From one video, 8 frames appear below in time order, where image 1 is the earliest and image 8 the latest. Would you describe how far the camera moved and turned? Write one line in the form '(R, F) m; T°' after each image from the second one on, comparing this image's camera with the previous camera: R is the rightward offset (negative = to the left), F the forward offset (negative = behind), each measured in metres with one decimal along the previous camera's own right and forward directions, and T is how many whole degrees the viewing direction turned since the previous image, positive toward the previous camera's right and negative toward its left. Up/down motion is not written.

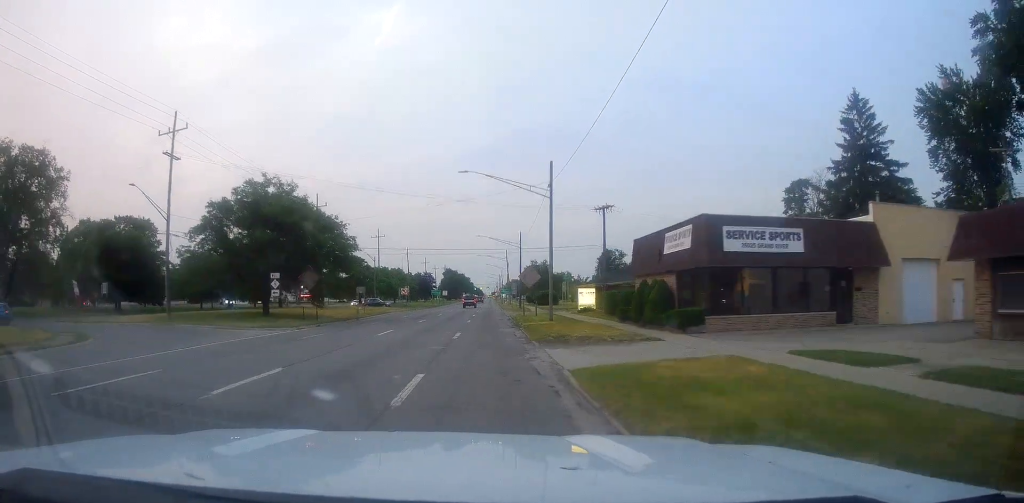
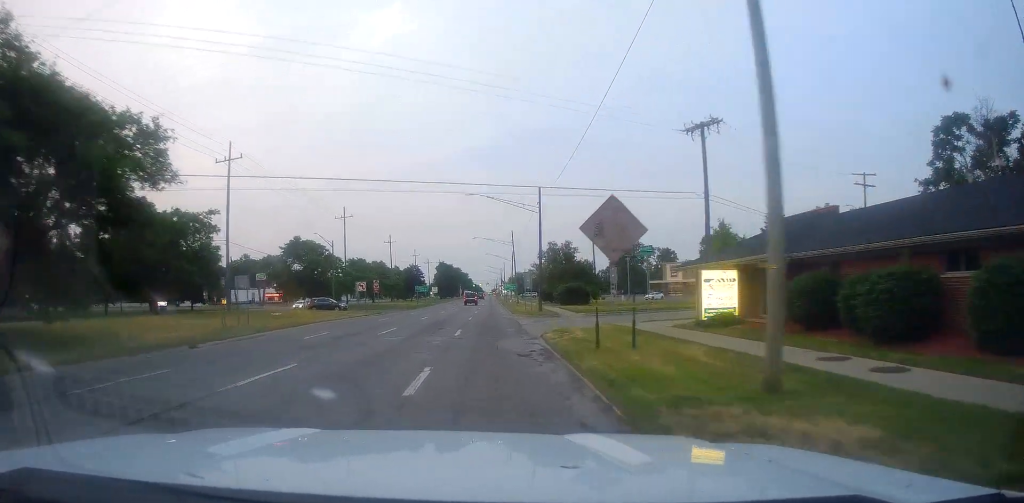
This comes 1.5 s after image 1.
(+0.6, +29.6) m; +1°
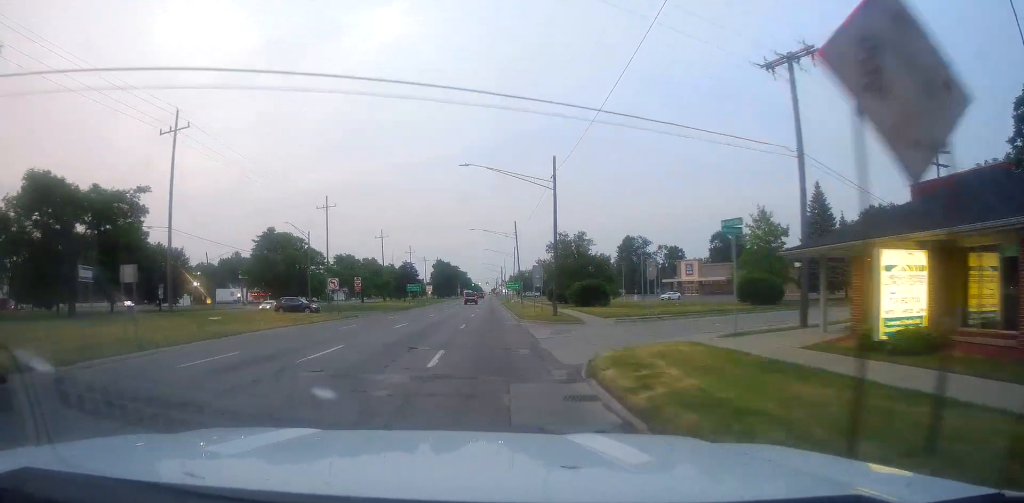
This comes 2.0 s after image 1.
(-0.2, +10.7) m; -1°
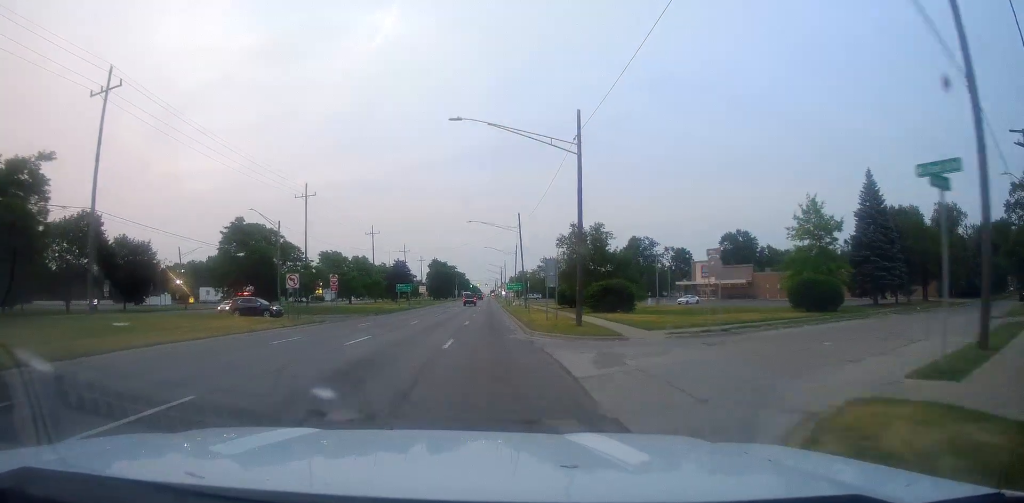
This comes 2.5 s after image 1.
(-0.1, +10.1) m; 0°
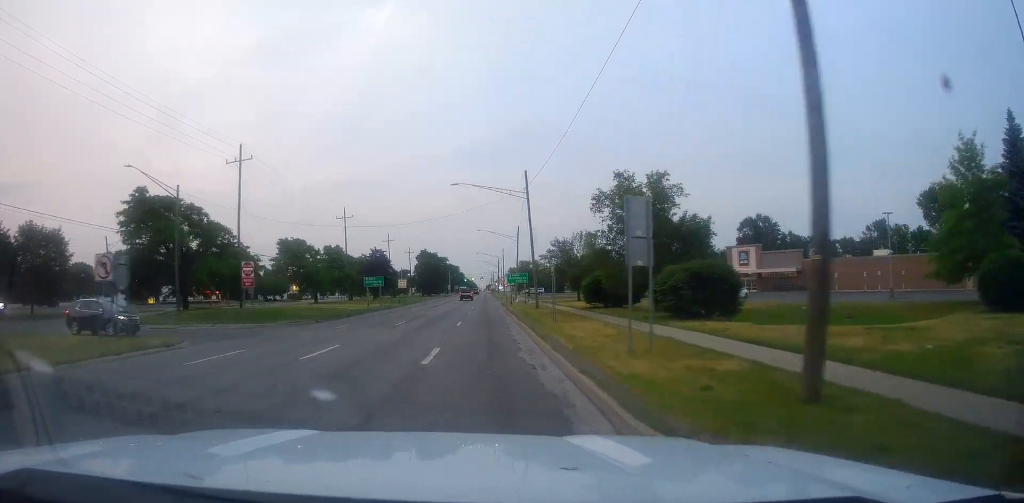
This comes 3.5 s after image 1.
(+0.2, +20.2) m; +1°
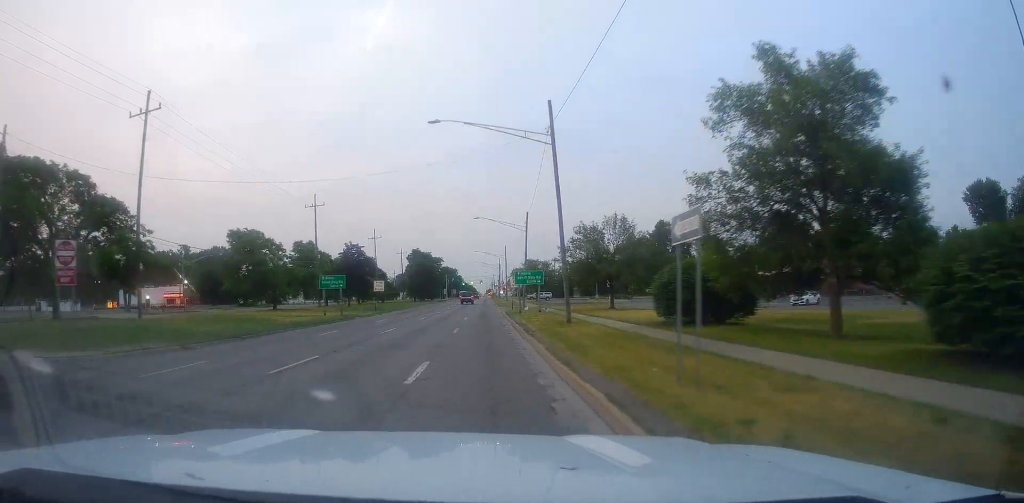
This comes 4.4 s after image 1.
(+0.2, +18.1) m; 0°
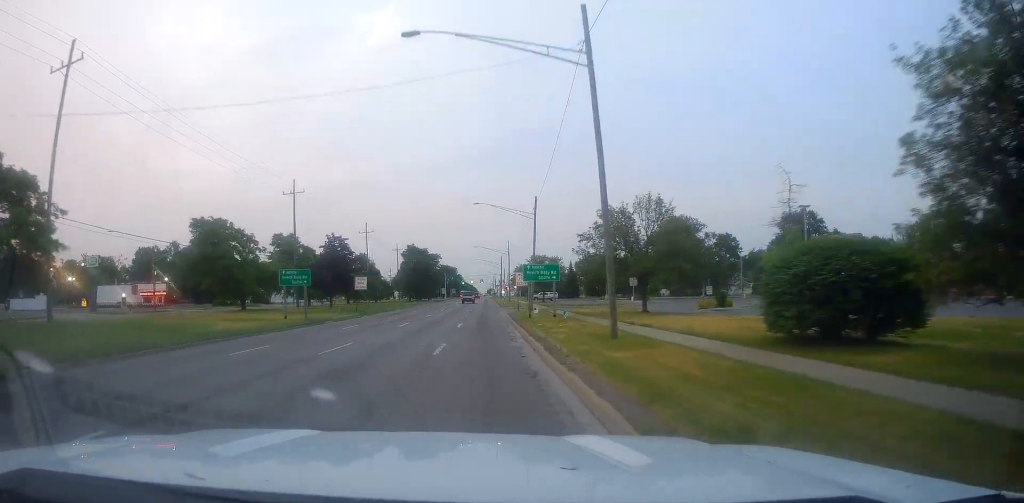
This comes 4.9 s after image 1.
(-0.2, +10.0) m; 0°
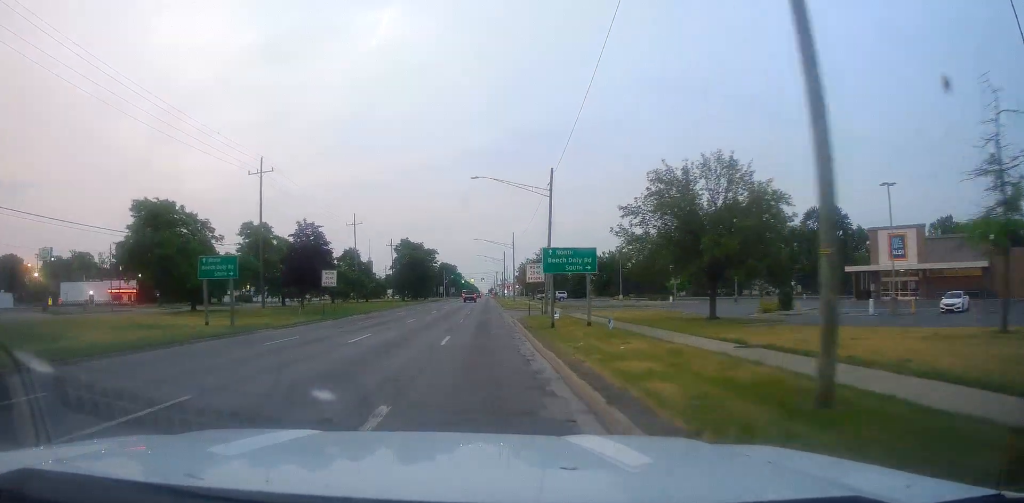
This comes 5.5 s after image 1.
(-0.1, +12.1) m; 0°
